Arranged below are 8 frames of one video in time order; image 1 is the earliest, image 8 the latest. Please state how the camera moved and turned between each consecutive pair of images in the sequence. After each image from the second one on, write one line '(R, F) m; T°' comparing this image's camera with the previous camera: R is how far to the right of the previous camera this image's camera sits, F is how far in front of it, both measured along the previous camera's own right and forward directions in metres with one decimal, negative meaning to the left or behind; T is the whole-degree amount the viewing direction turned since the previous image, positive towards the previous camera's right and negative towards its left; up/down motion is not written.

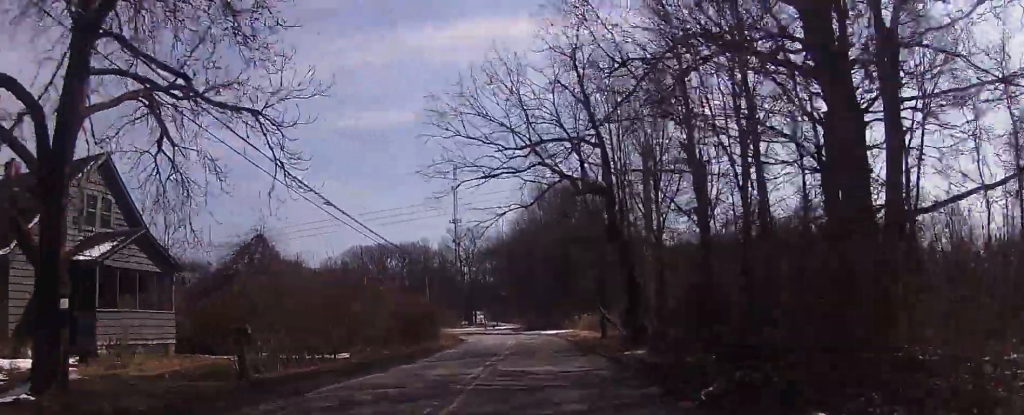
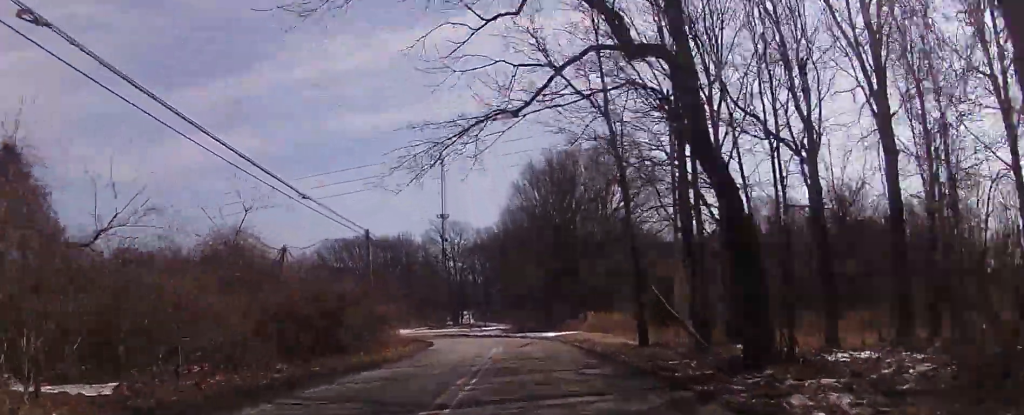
(+0.7, +16.3) m; +3°
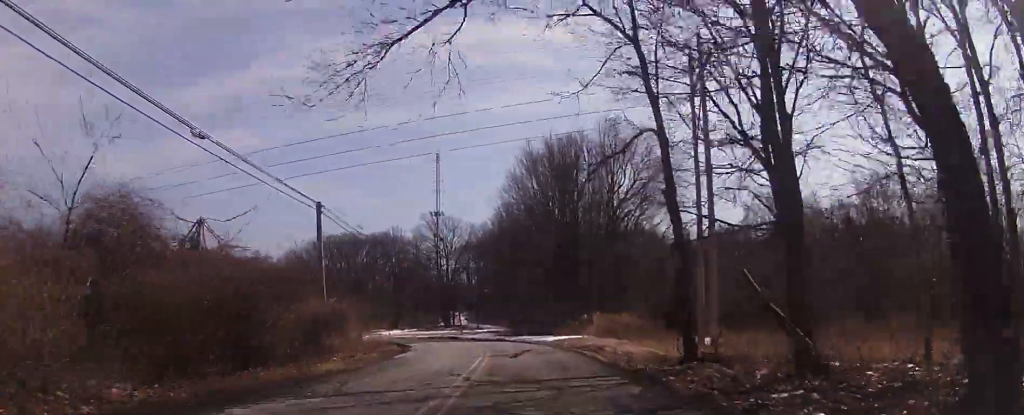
(+0.3, +8.1) m; 0°
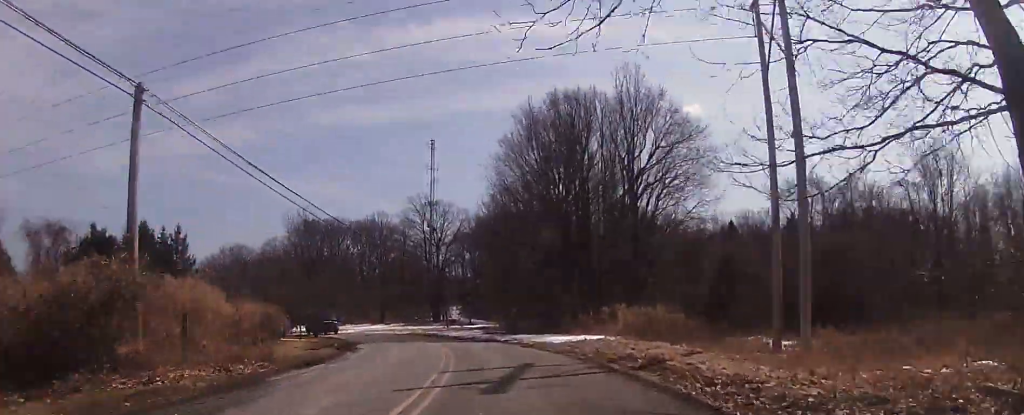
(-0.5, +14.0) m; -3°
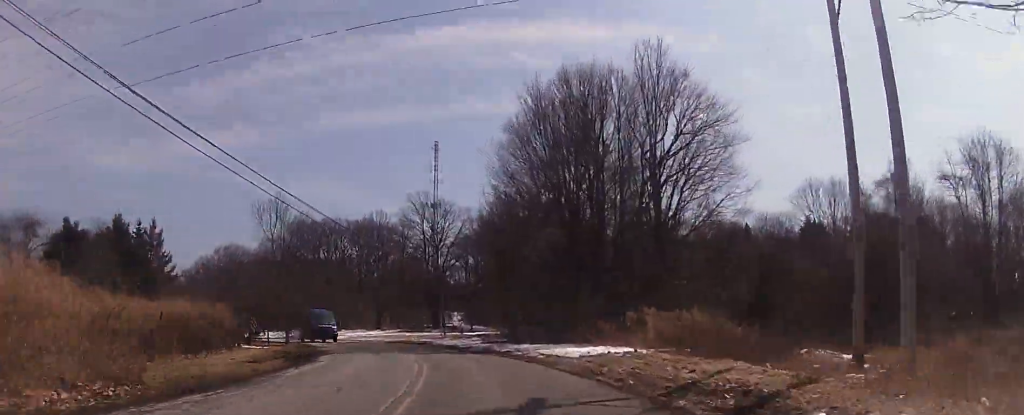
(-0.2, +7.3) m; 0°
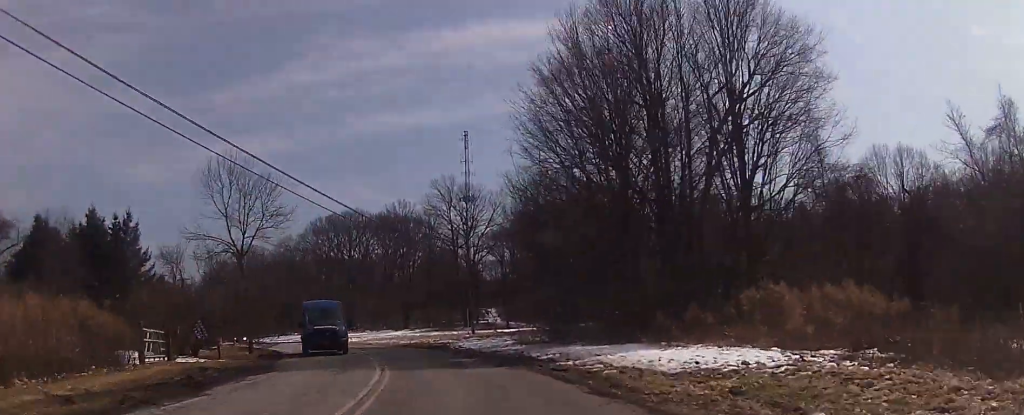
(+0.1, +12.1) m; -2°
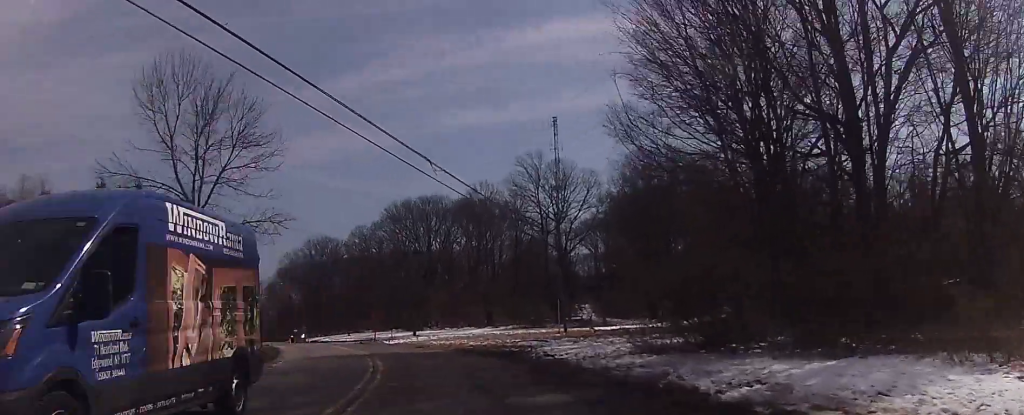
(-0.7, +13.0) m; -7°
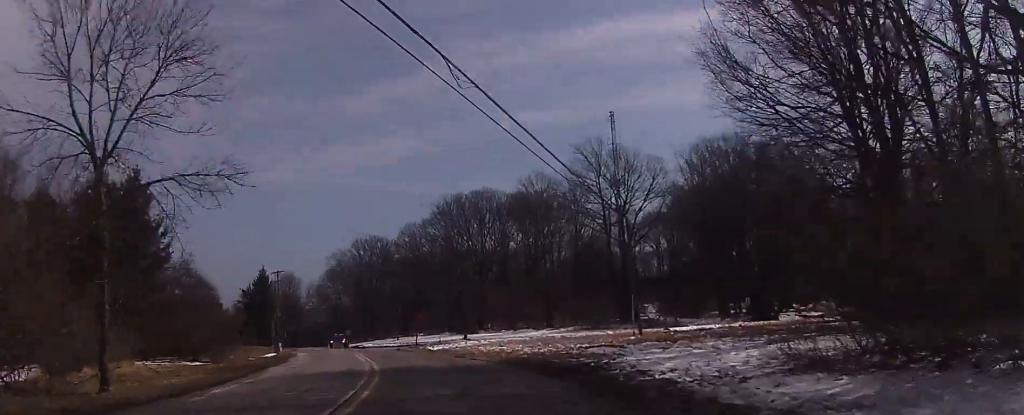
(-0.4, +8.0) m; -4°
